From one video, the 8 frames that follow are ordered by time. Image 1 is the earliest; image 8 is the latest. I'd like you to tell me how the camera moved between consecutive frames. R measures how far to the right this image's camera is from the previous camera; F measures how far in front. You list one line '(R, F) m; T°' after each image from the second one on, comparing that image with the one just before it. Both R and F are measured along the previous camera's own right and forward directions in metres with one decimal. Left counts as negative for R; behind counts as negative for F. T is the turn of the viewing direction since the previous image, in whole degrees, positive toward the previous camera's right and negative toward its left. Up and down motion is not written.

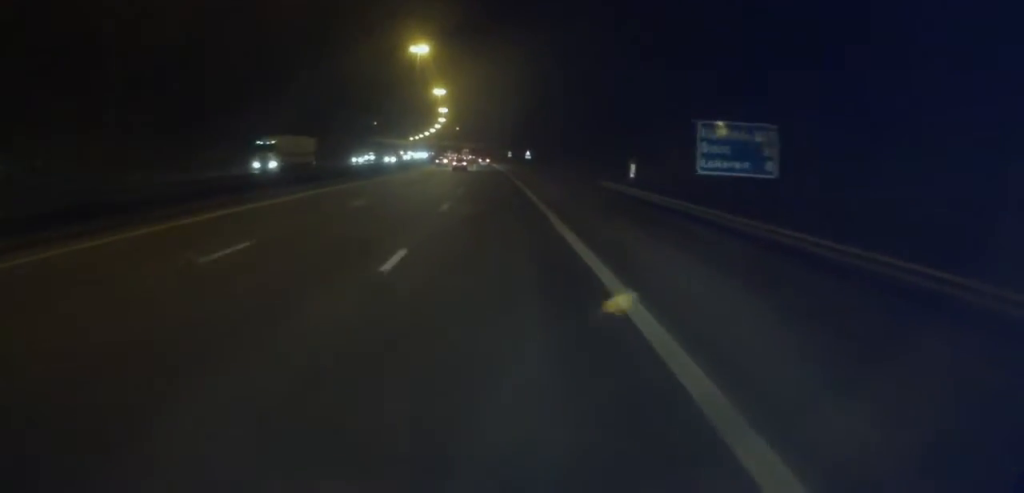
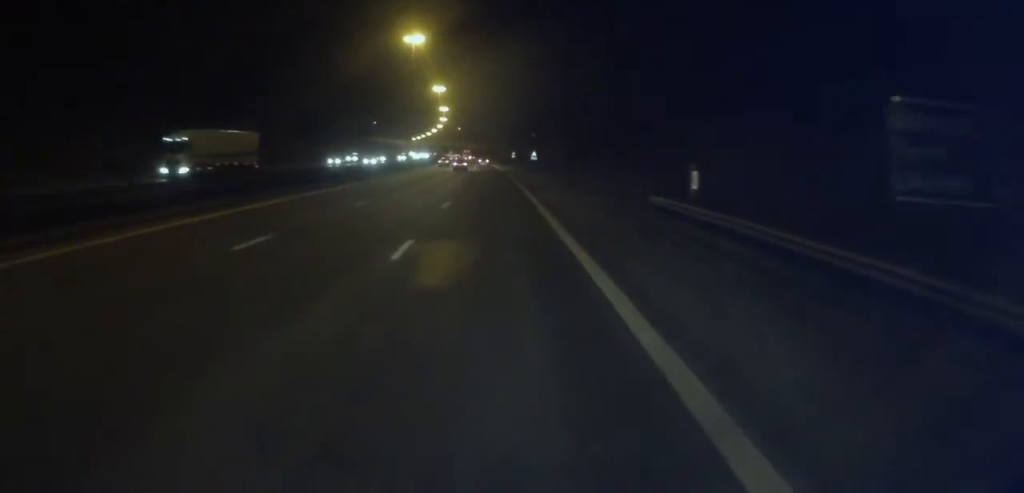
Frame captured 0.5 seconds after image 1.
(-0.1, +11.0) m; -1°
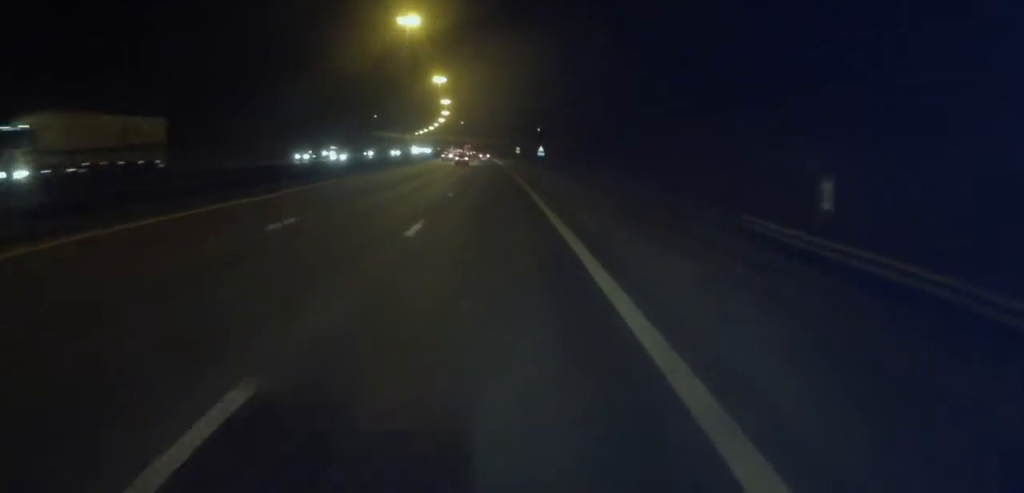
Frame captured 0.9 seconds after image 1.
(-0.1, +10.2) m; 0°
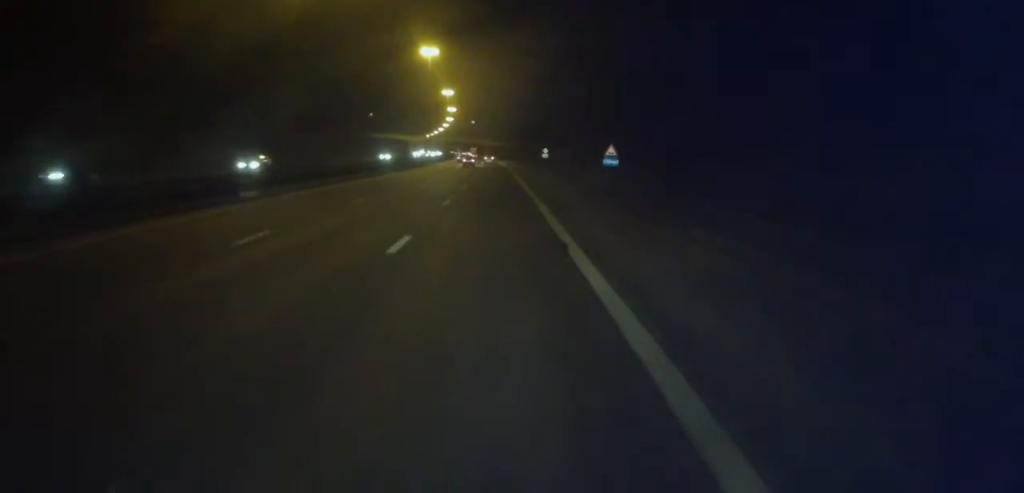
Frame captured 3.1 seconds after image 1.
(0.0, +52.5) m; -1°
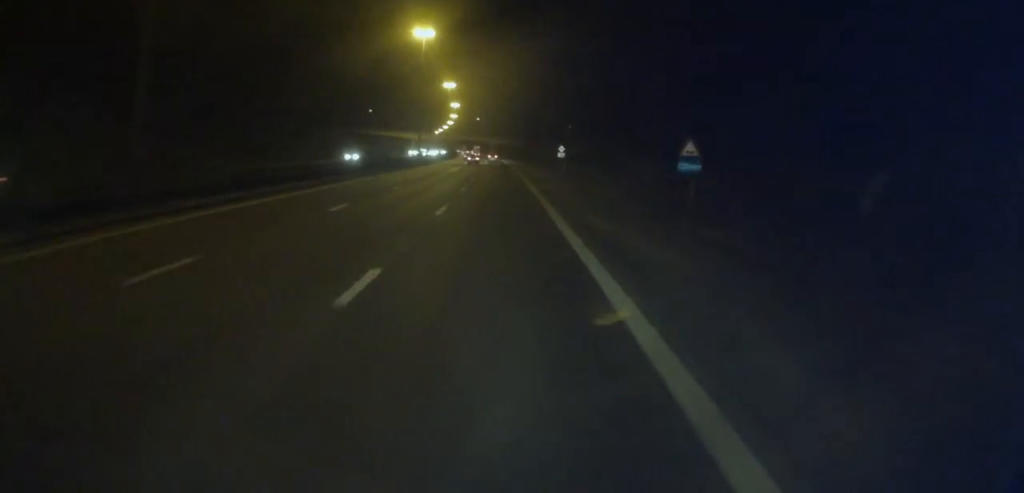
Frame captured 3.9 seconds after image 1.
(-0.3, +17.3) m; -1°
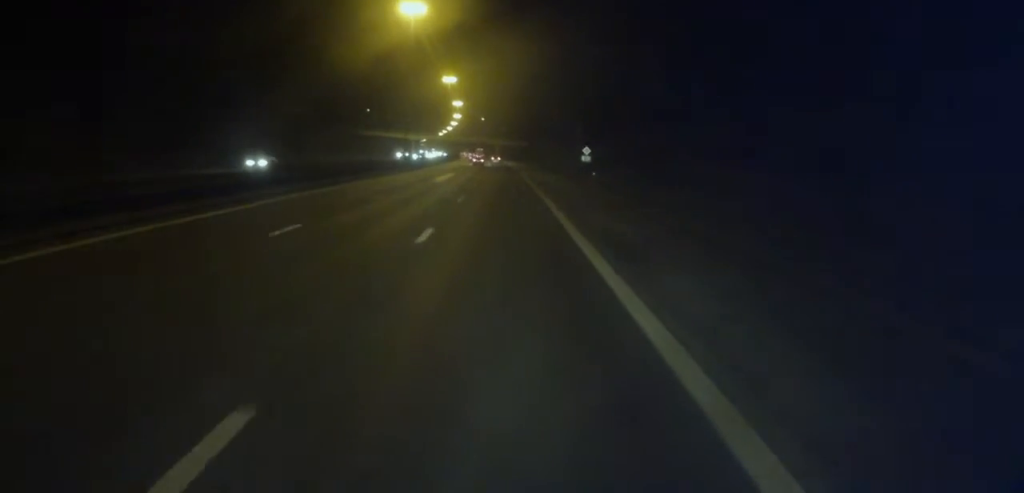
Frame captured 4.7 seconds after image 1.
(-0.1, +18.9) m; -1°
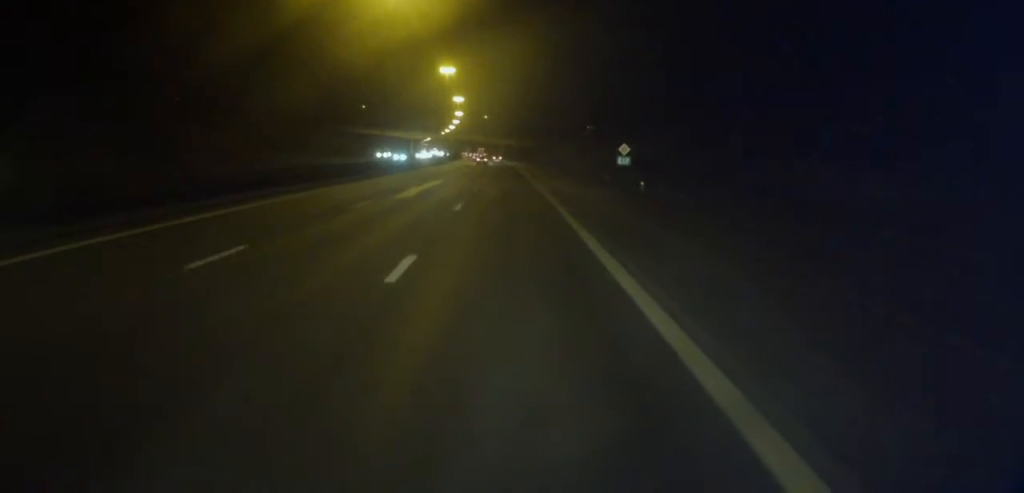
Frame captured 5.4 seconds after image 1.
(+0.1, +17.3) m; -1°
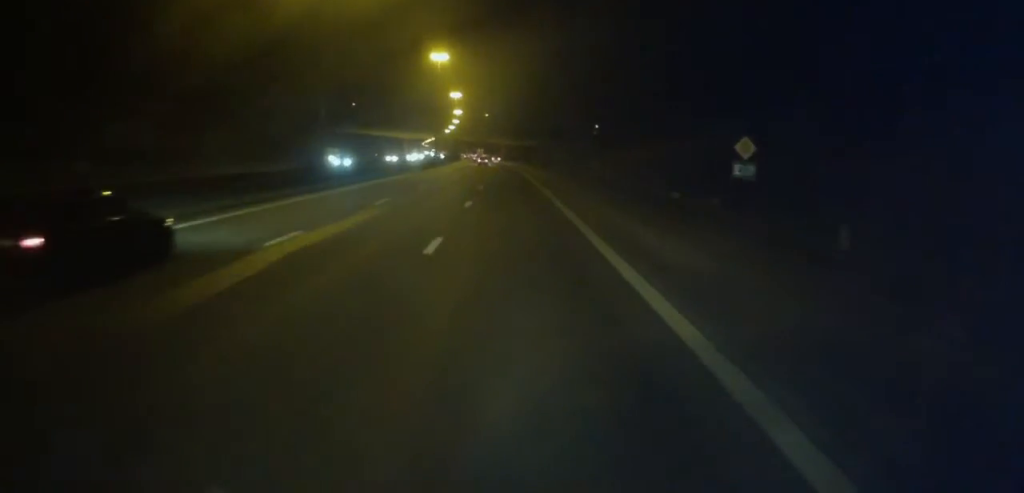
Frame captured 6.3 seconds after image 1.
(-0.3, +22.0) m; -1°
